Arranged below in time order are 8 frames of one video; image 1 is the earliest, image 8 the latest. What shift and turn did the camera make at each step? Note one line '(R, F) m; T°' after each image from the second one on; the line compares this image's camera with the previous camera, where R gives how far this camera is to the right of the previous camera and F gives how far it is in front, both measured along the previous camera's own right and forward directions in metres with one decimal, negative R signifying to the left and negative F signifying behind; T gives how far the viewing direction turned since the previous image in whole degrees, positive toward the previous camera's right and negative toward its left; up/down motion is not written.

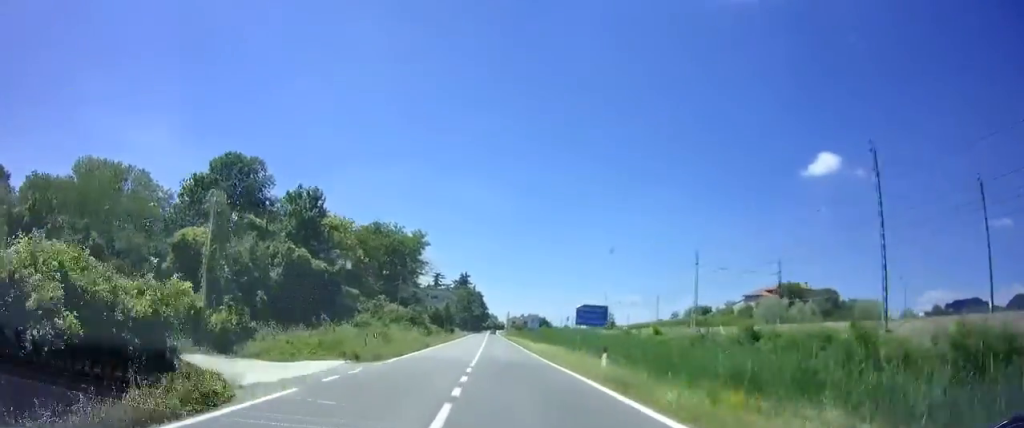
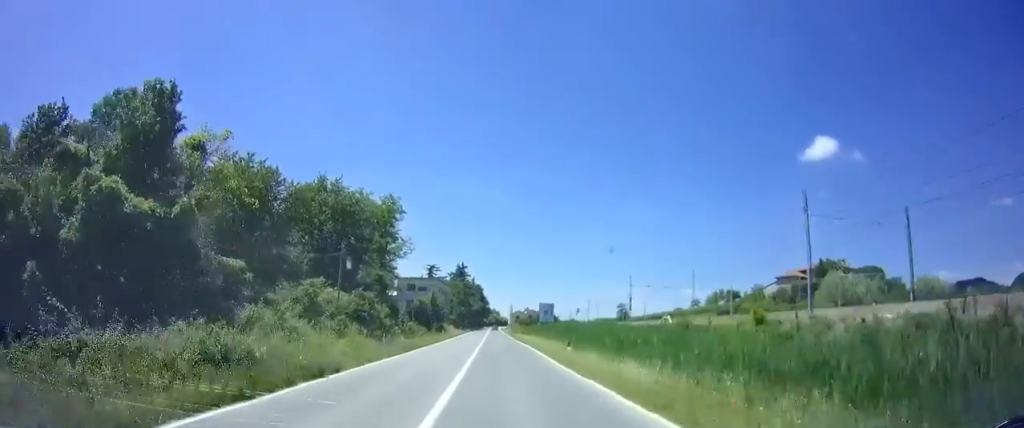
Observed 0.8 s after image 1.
(0.0, +20.6) m; 0°
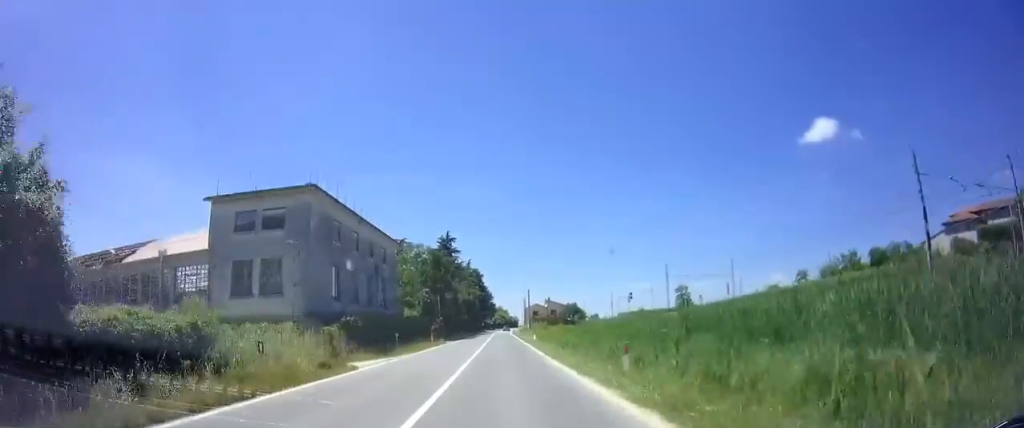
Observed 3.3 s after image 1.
(-0.1, +67.1) m; -1°
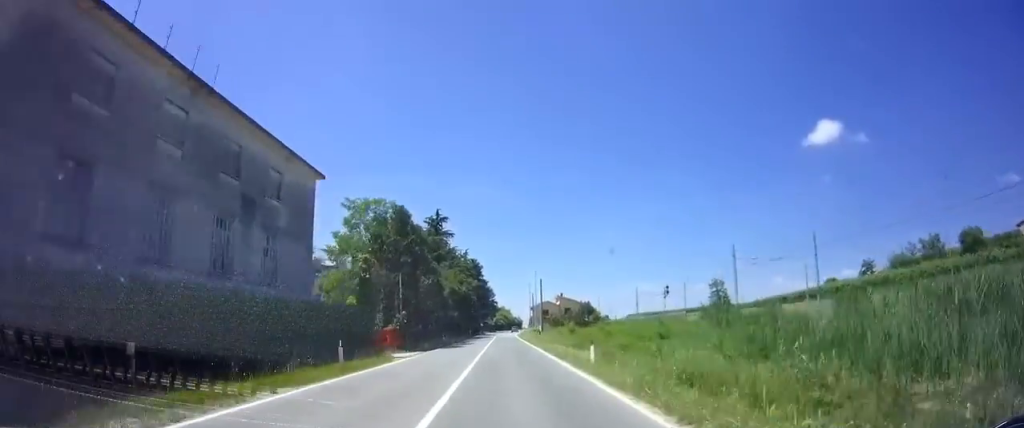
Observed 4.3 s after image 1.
(-0.3, +25.2) m; 0°
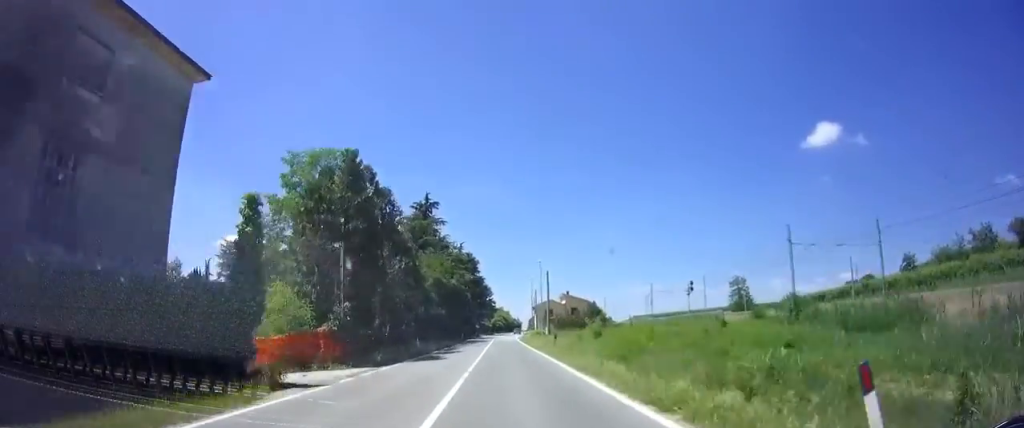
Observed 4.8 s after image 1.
(+0.2, +12.9) m; +1°
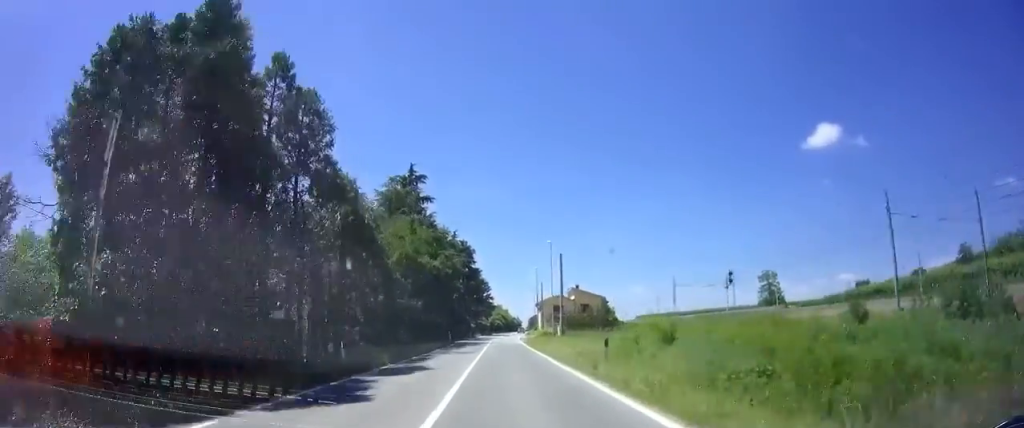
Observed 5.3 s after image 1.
(+0.1, +14.6) m; 0°
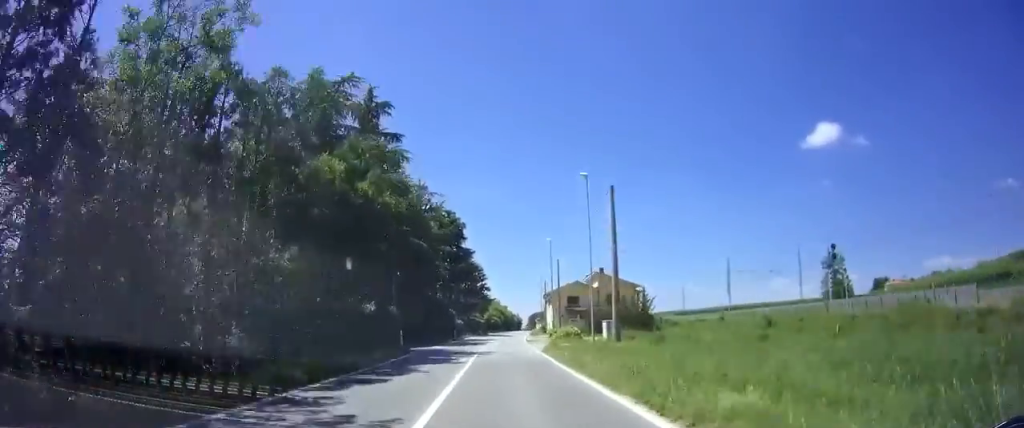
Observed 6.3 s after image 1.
(+0.1, +23.8) m; +1°
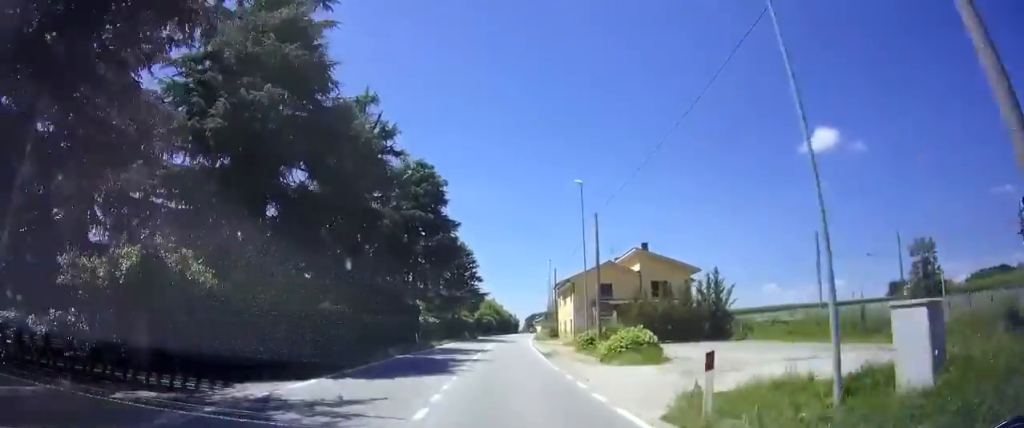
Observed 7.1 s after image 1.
(-0.1, +20.9) m; +2°
